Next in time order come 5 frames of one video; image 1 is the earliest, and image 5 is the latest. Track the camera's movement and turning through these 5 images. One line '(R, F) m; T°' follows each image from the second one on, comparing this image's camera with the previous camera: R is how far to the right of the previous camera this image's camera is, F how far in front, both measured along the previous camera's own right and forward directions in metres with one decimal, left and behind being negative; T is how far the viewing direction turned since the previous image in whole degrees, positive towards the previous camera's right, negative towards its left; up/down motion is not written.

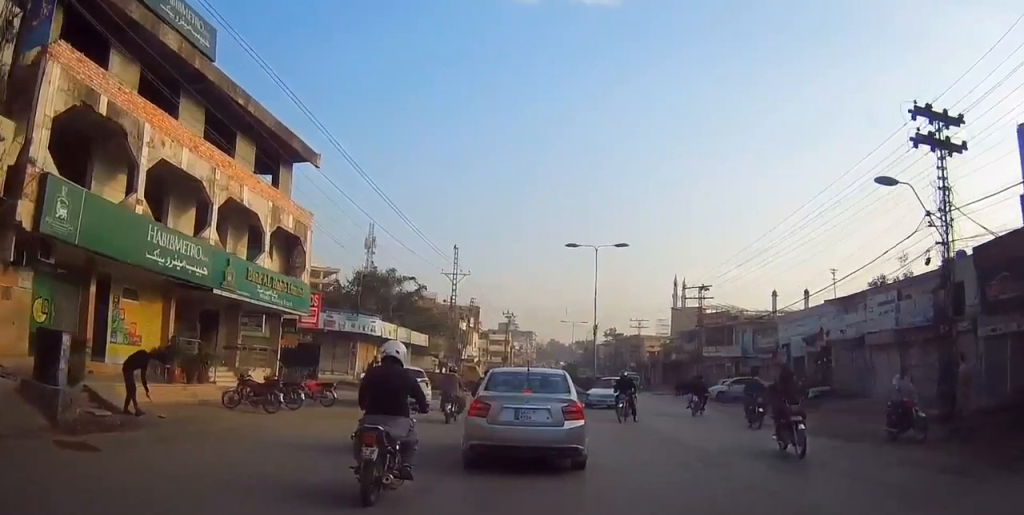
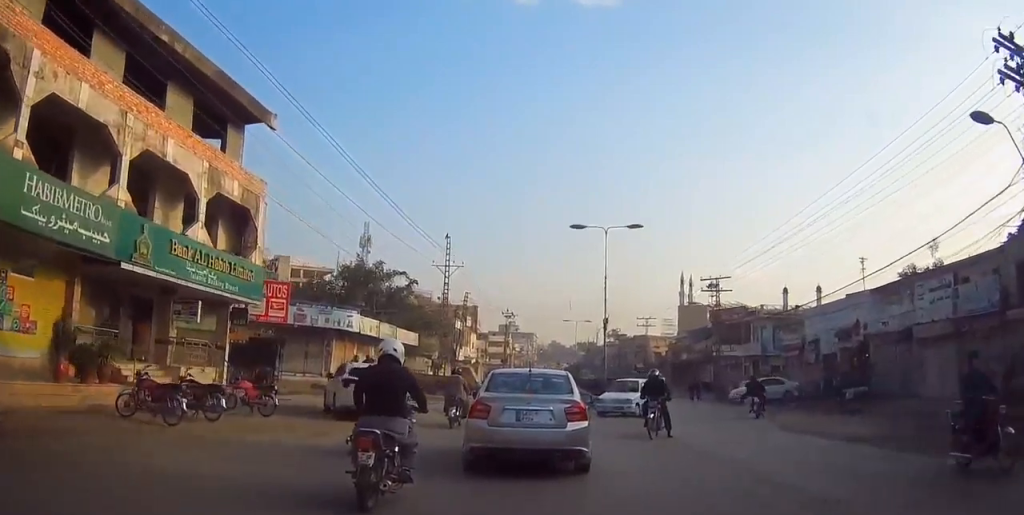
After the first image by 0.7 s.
(+0.1, +5.4) m; +1°
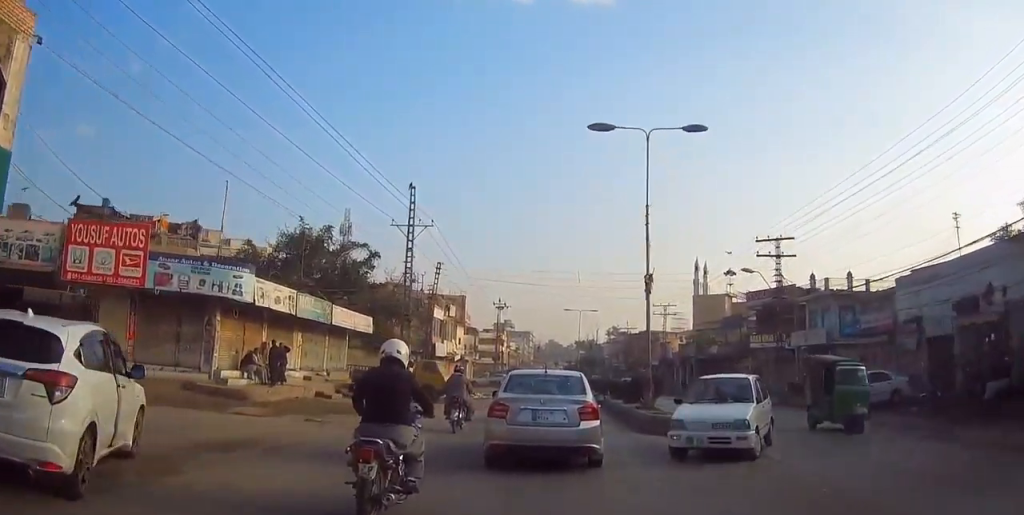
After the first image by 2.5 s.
(-0.2, +13.7) m; -3°
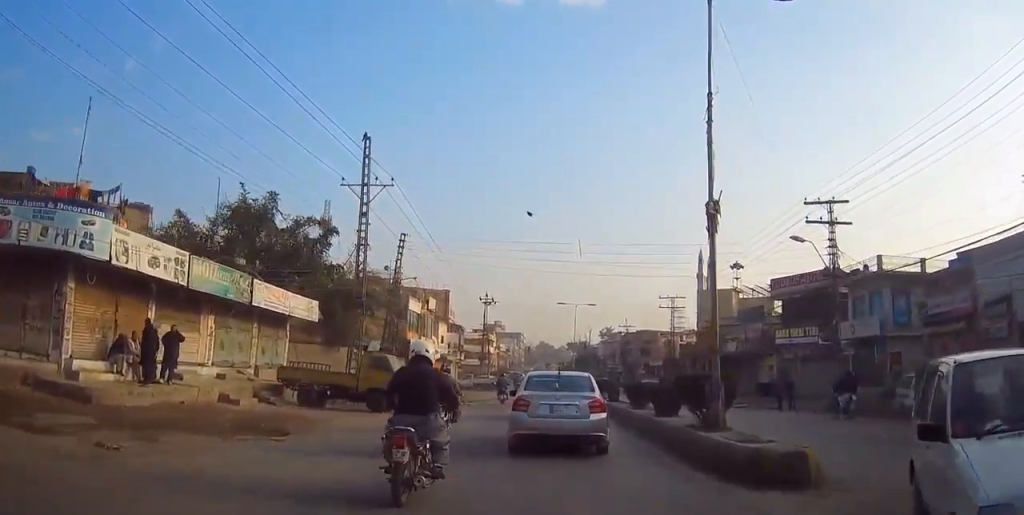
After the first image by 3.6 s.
(-0.1, +8.2) m; +3°
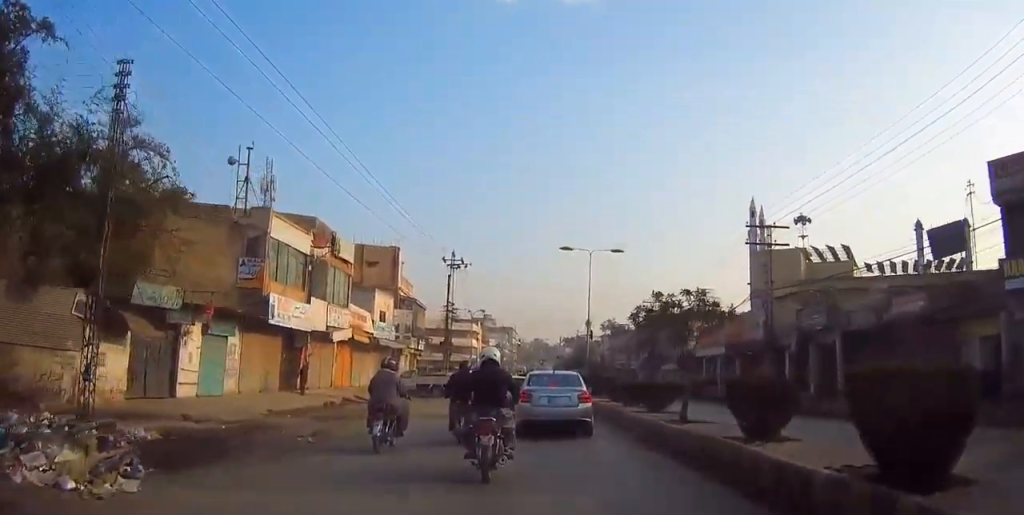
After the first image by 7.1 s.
(-0.1, +27.2) m; -1°
